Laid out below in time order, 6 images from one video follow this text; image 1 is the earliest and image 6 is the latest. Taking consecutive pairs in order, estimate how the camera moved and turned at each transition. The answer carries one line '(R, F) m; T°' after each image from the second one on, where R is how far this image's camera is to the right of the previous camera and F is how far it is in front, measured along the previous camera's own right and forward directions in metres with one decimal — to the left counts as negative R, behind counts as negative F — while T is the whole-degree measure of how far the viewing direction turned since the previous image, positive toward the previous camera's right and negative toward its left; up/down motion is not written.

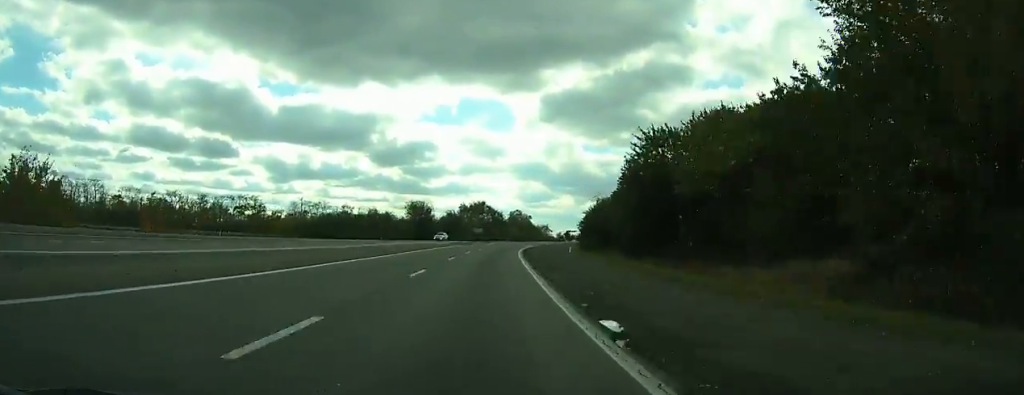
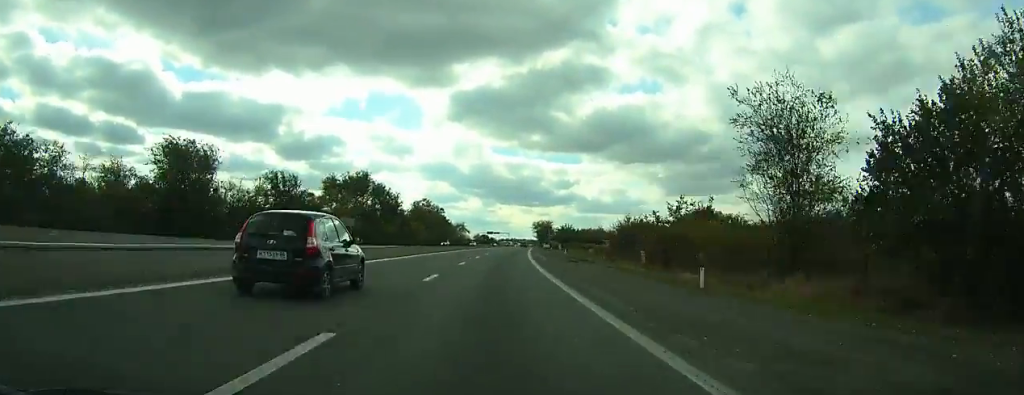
(+5.4, +84.0) m; +8°
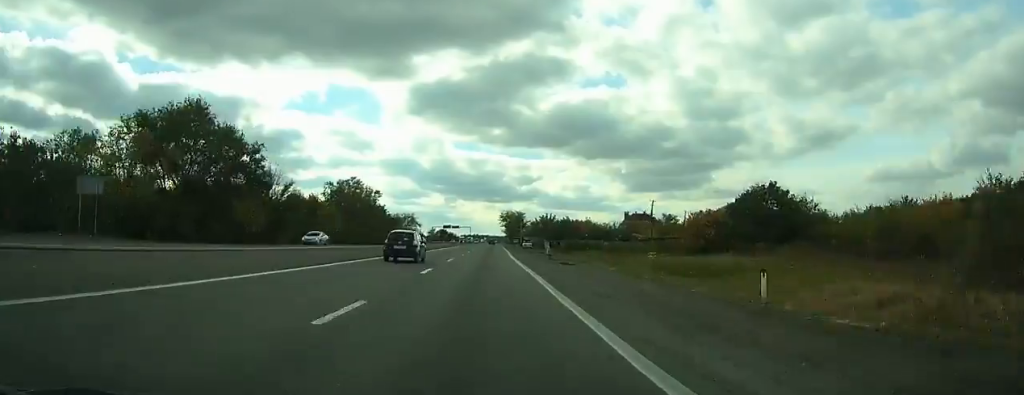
(+3.3, +56.9) m; +5°
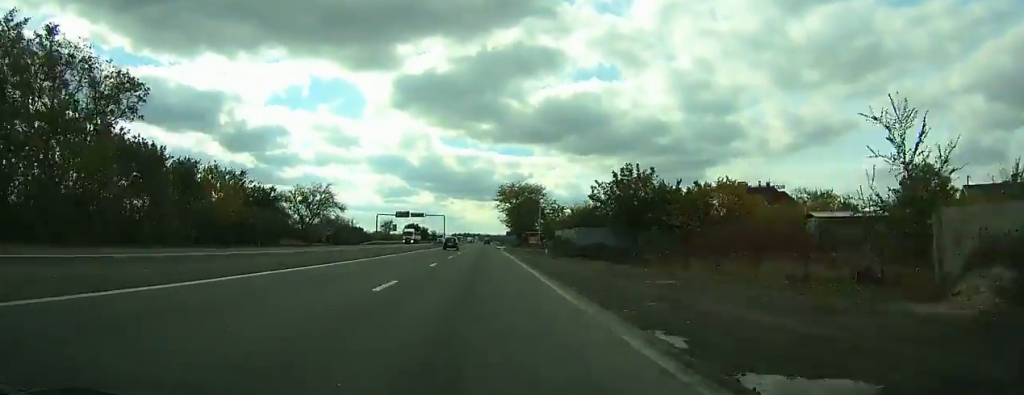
(+3.3, +103.2) m; +2°
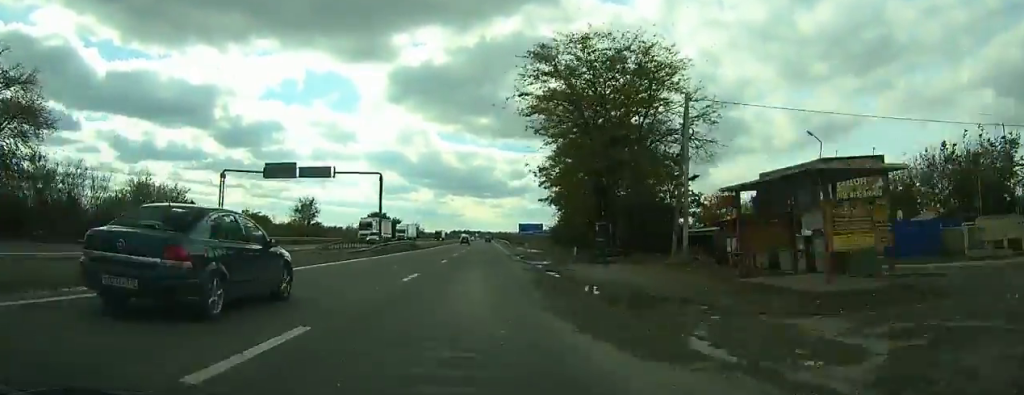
(-0.3, +79.8) m; 0°
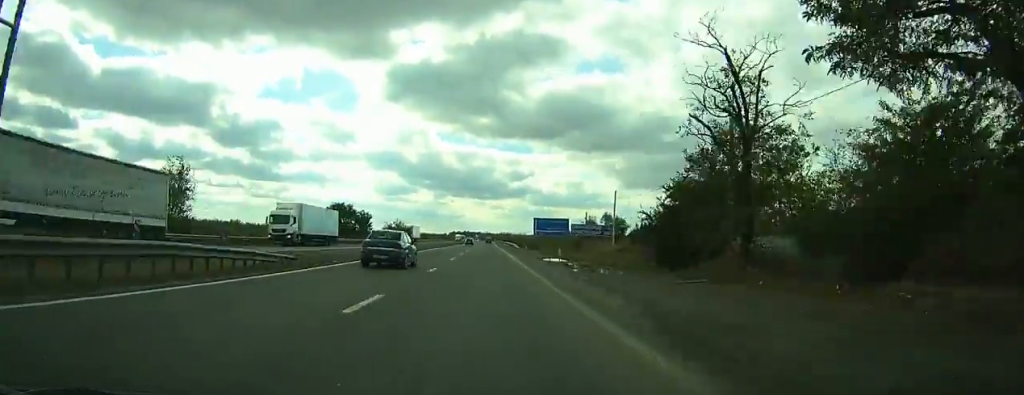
(0.0, +42.7) m; 0°
